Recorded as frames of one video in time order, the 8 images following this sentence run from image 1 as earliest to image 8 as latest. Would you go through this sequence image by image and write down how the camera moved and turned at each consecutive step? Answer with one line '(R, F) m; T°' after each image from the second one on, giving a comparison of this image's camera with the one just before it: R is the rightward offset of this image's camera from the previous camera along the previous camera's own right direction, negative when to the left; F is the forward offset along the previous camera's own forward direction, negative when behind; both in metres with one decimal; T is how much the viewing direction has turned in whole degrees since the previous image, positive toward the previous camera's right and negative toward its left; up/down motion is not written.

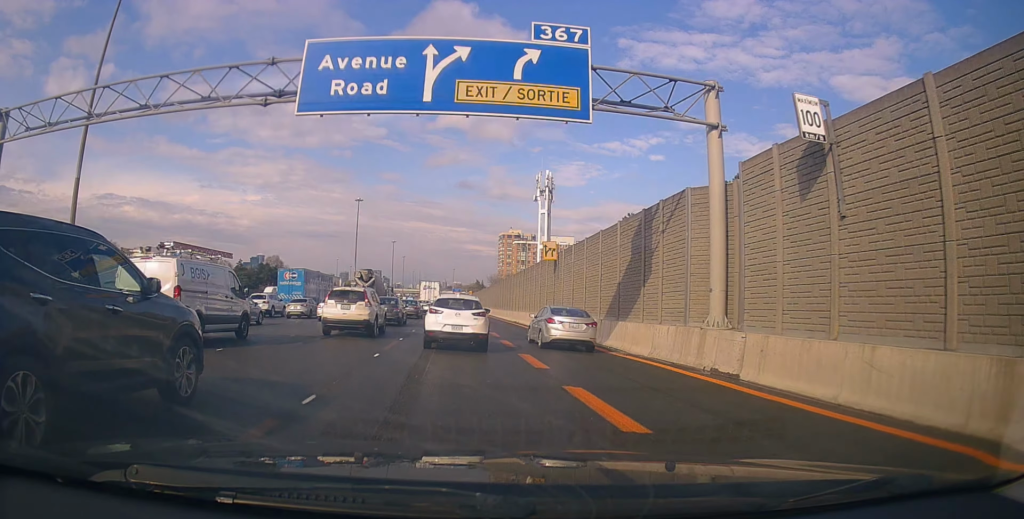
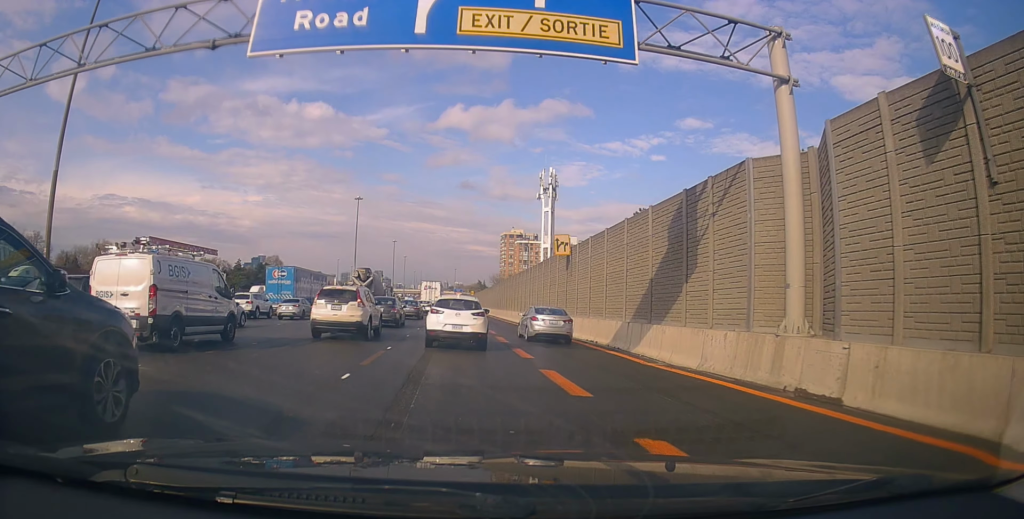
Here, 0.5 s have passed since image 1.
(-0.3, +3.7) m; 0°
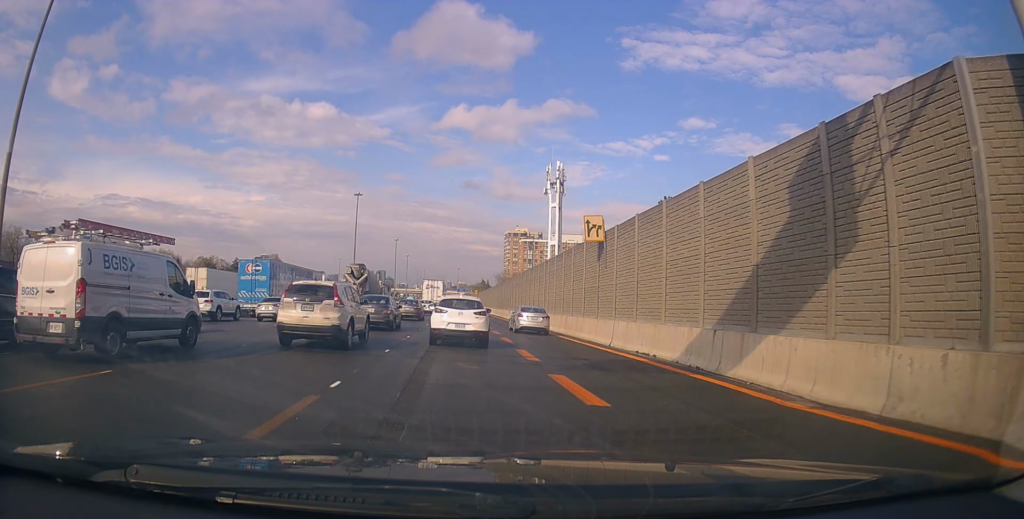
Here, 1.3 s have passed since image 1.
(+0.3, +7.4) m; +1°
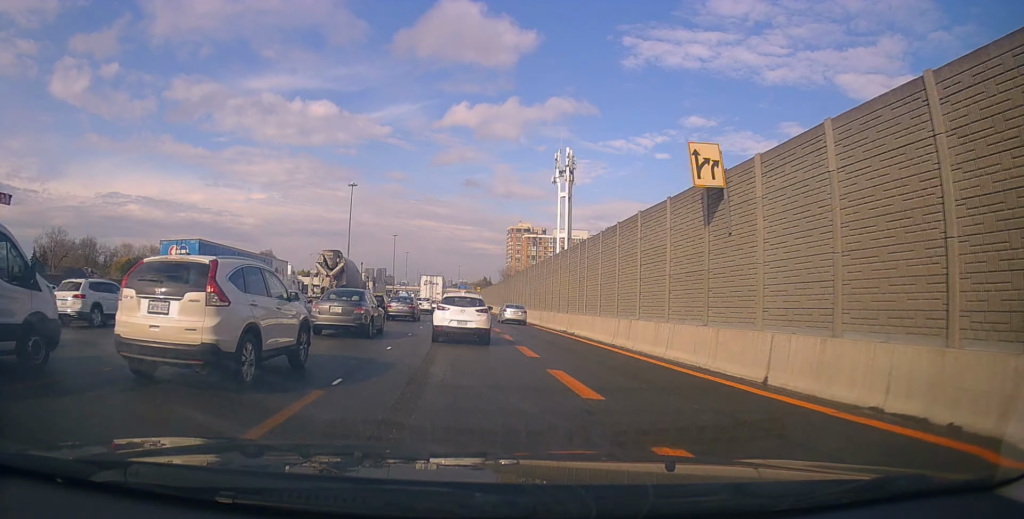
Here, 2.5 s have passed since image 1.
(0.0, +11.9) m; +1°
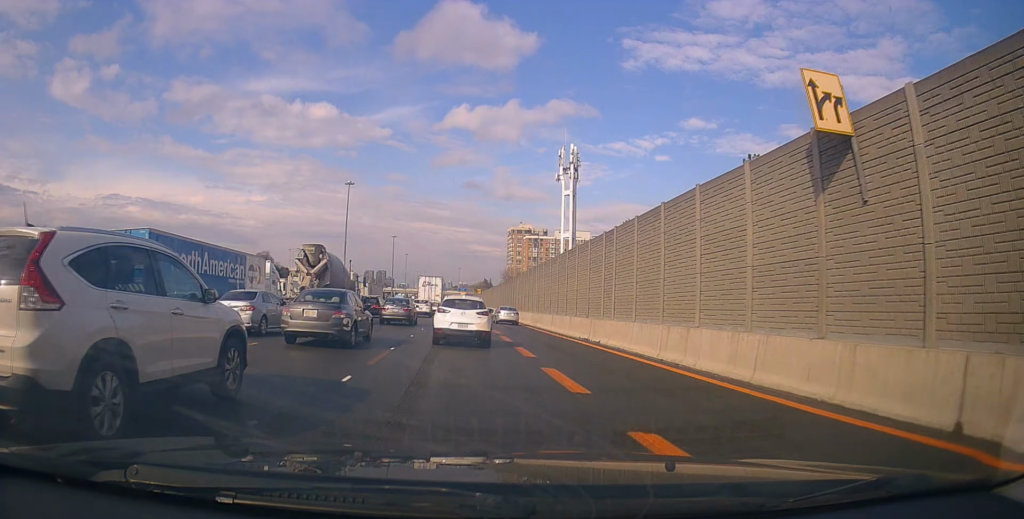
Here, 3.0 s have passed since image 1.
(+0.1, +5.5) m; +1°
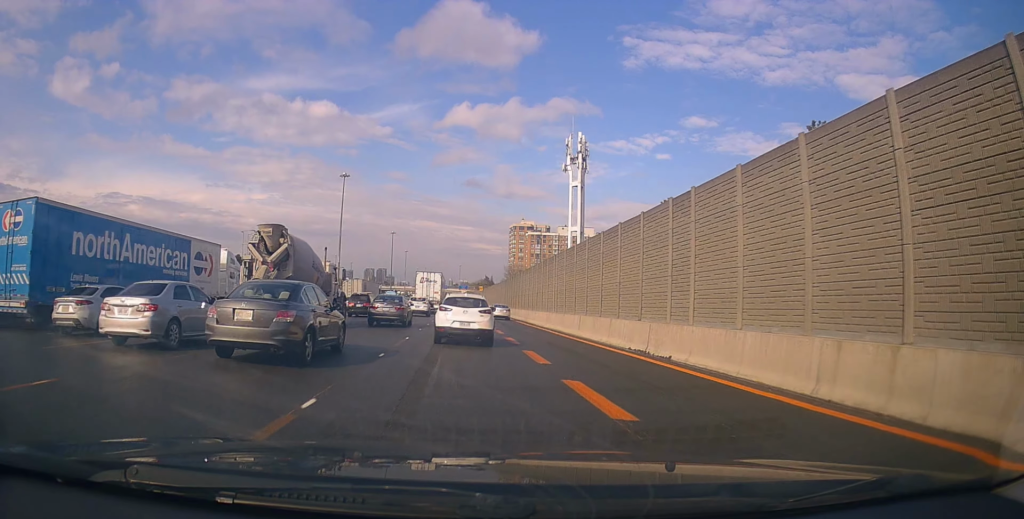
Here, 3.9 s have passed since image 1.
(+0.1, +8.5) m; 0°
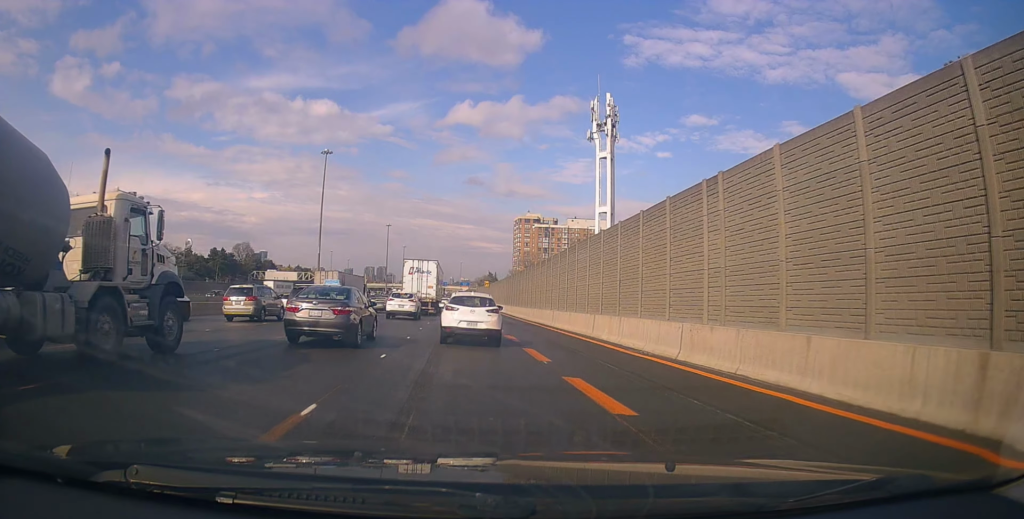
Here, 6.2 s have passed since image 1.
(-0.6, +24.7) m; 0°
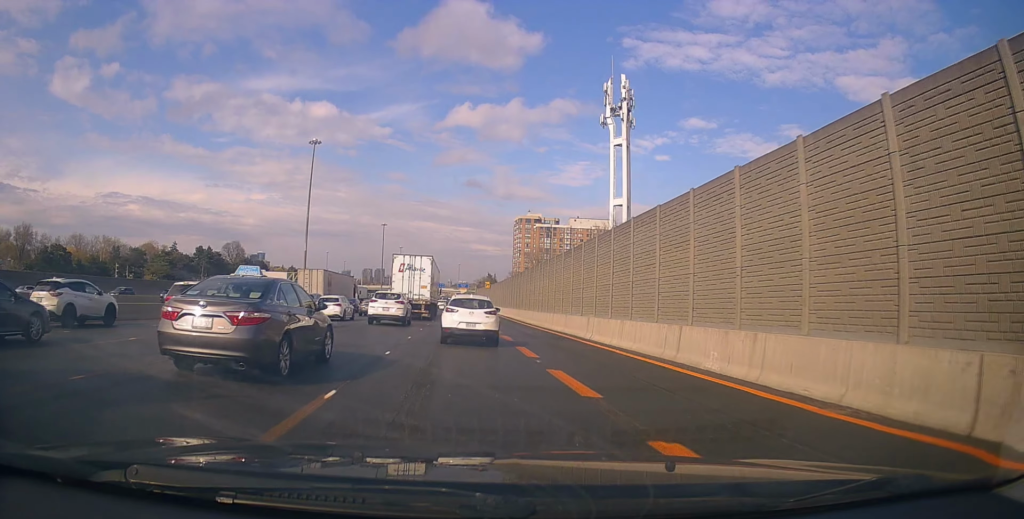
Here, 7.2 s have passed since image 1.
(-0.1, +11.1) m; 0°
